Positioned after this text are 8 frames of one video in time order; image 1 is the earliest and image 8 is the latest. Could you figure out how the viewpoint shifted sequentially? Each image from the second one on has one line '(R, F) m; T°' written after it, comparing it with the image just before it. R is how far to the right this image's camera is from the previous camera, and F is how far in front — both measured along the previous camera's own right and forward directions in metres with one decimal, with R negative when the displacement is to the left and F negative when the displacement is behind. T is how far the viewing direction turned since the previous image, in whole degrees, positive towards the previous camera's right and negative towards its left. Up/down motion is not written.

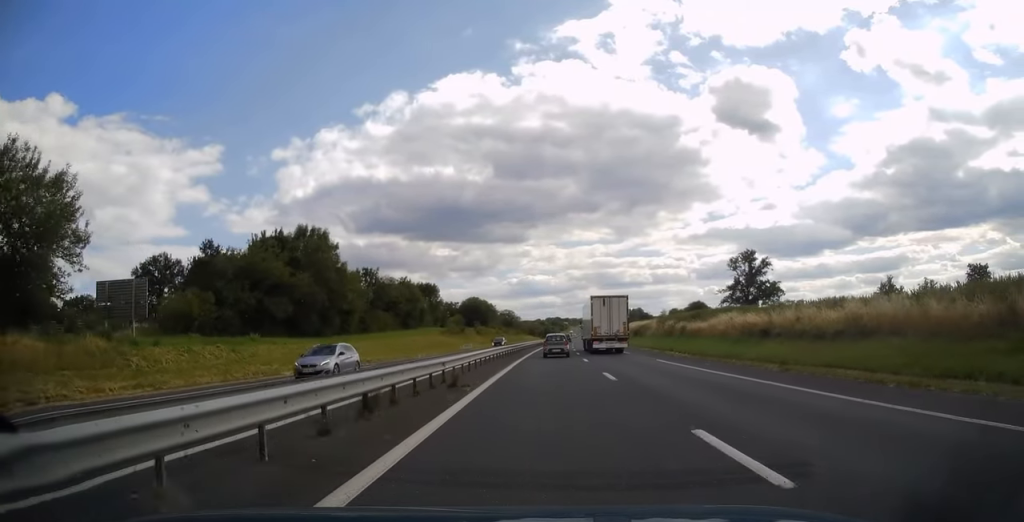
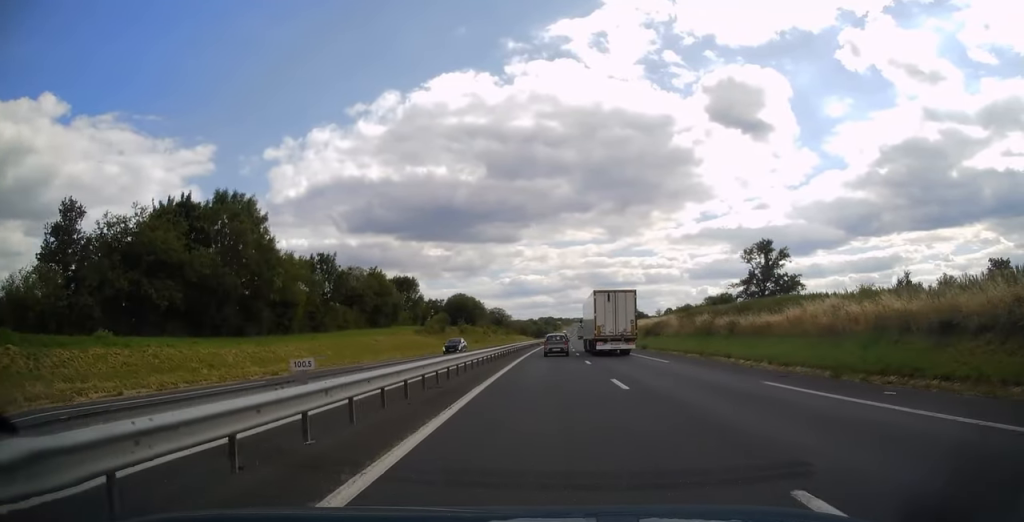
(+0.1, +16.5) m; +1°
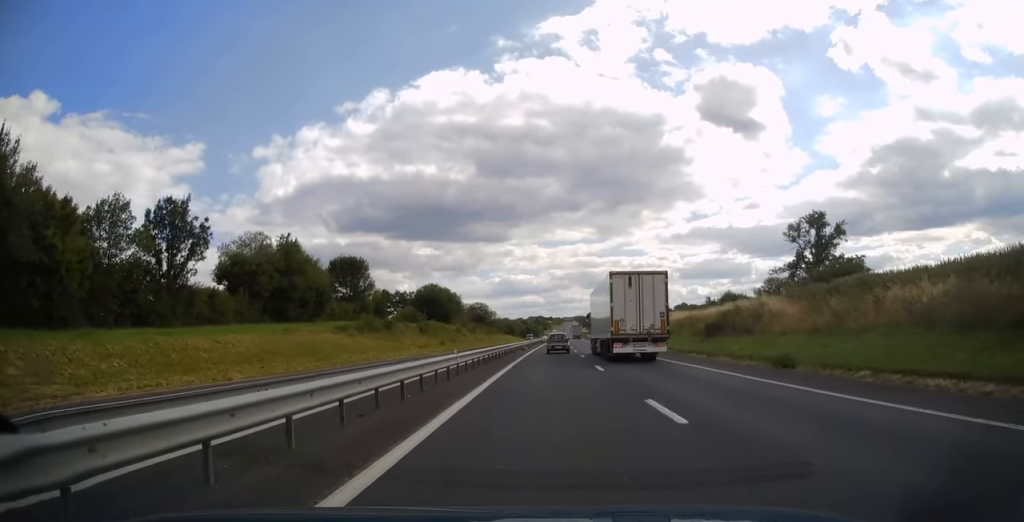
(+0.4, +32.3) m; +1°
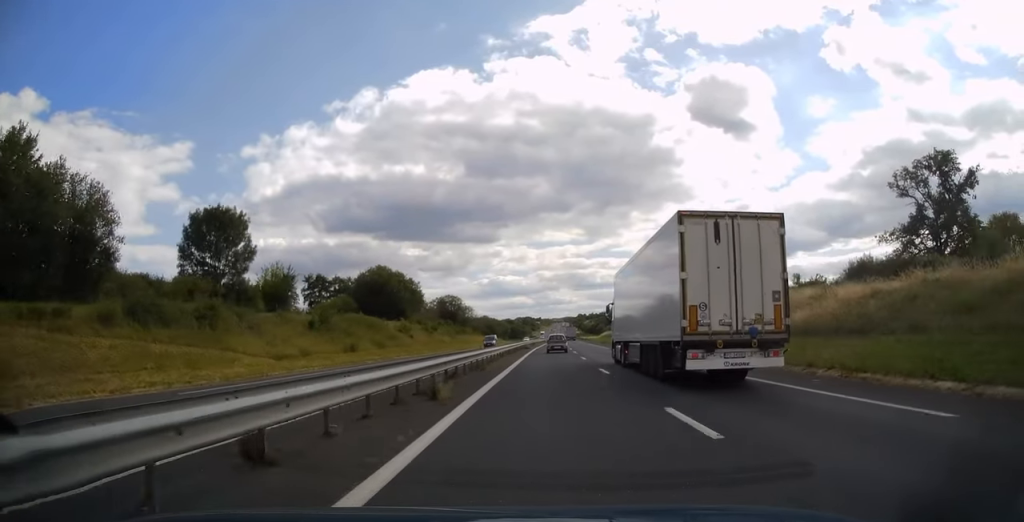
(+0.3, +41.0) m; +1°
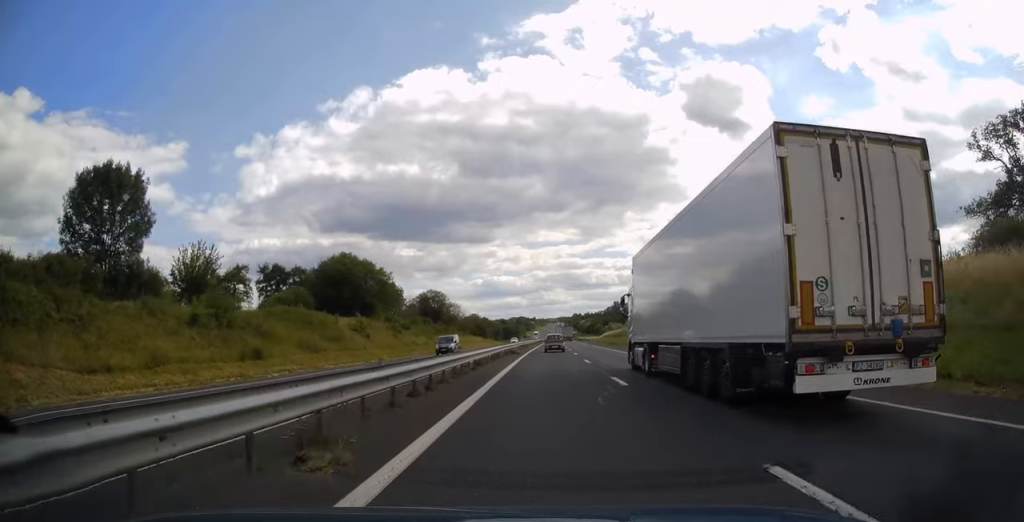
(+0.2, +18.1) m; +1°
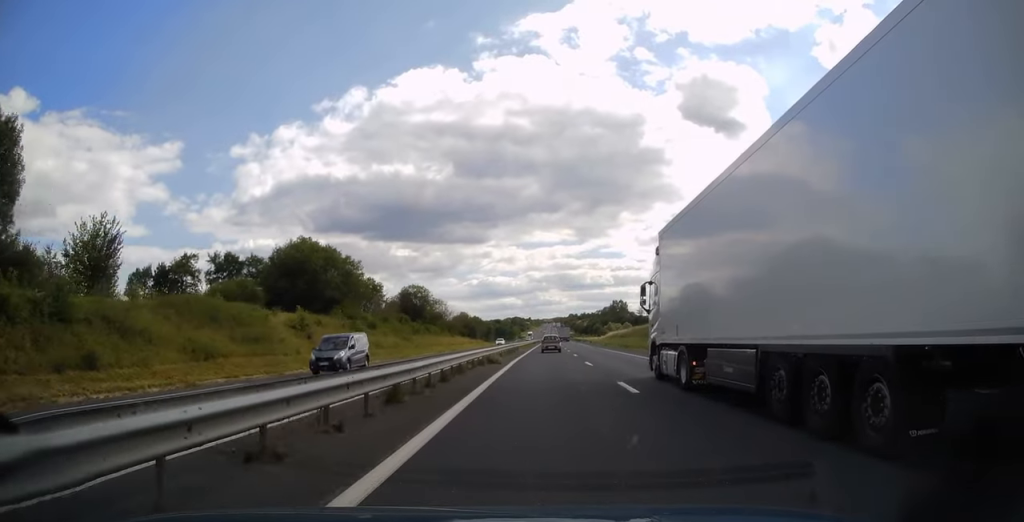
(+0.1, +15.5) m; 0°
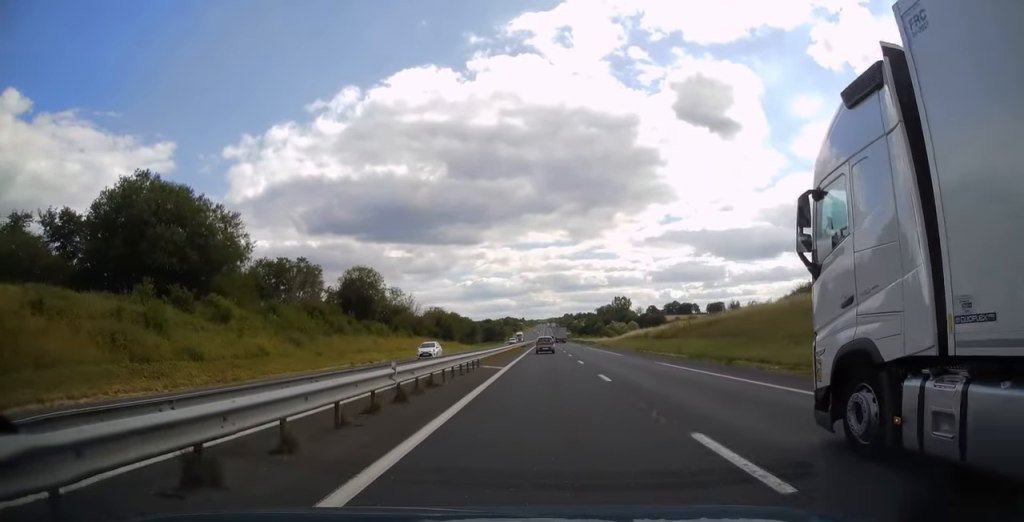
(+0.1, +35.0) m; 0°
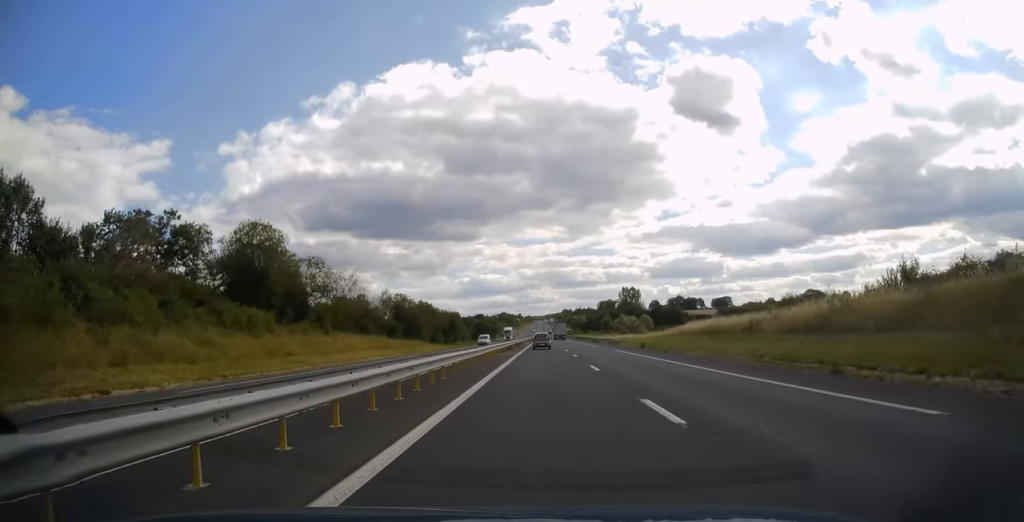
(0.0, +36.0) m; 0°
